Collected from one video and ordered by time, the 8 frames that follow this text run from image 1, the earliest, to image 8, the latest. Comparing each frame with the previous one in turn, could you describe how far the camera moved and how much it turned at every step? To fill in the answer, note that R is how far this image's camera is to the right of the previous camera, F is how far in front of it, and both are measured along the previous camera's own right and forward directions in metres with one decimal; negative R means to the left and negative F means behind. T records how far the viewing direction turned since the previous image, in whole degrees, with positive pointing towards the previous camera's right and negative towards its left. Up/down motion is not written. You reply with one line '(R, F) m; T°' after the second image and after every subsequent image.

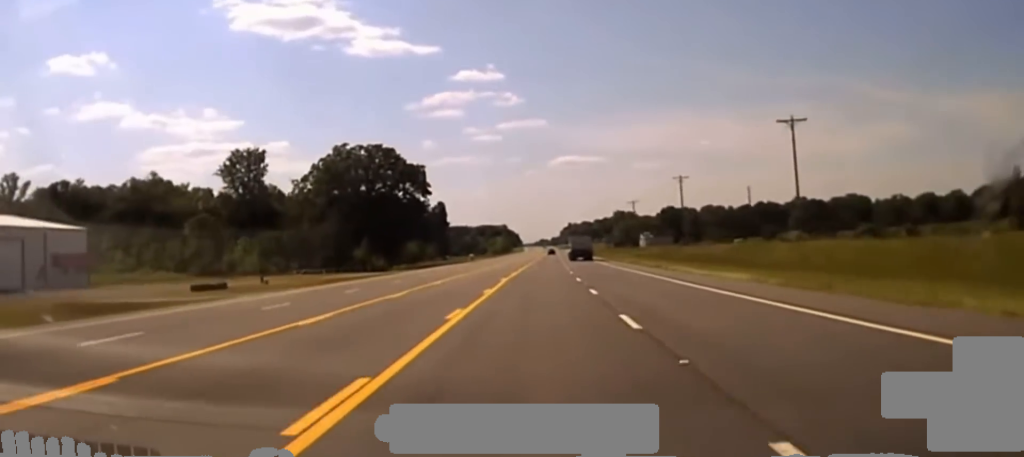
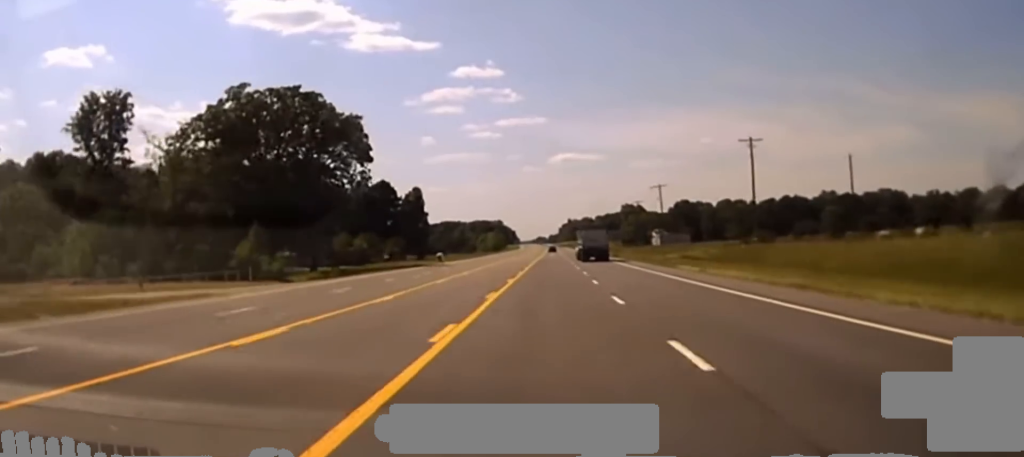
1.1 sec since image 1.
(-0.2, +62.3) m; 0°
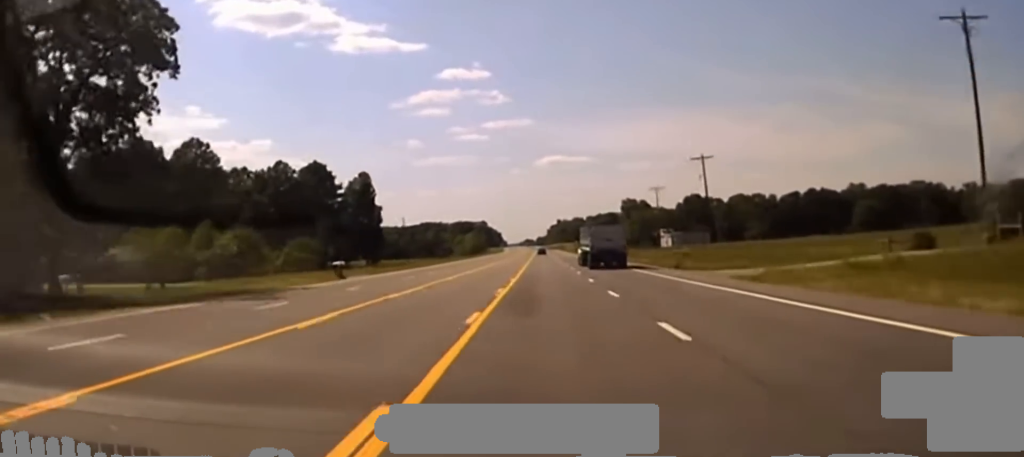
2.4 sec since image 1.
(+0.3, +61.0) m; +1°
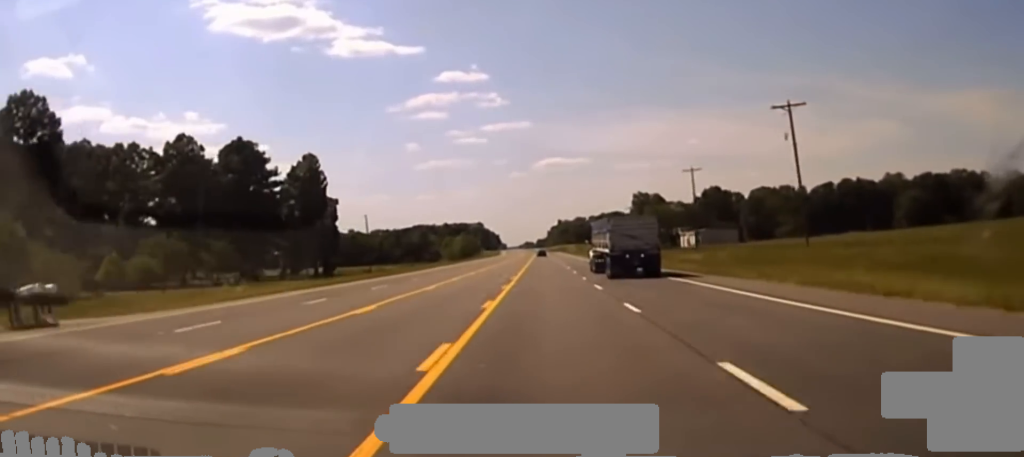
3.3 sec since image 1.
(+0.3, +42.6) m; 0°
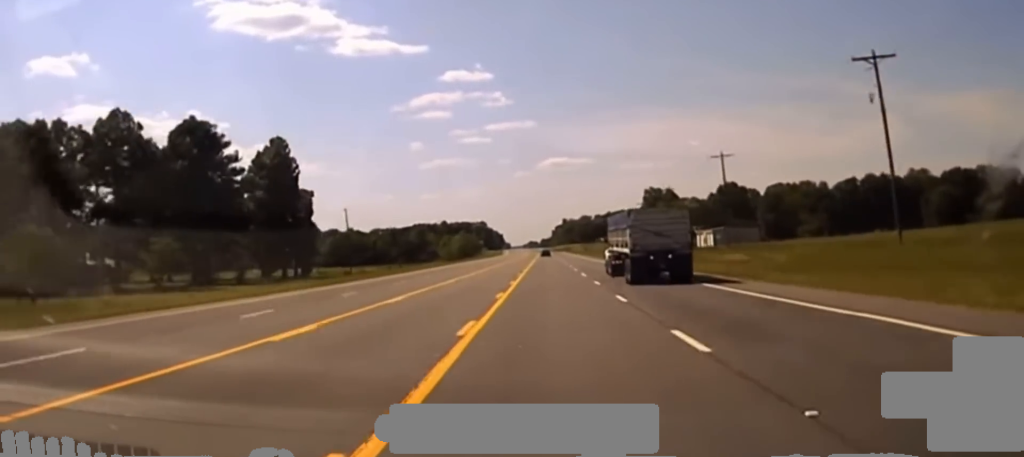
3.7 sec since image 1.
(0.0, +18.9) m; 0°
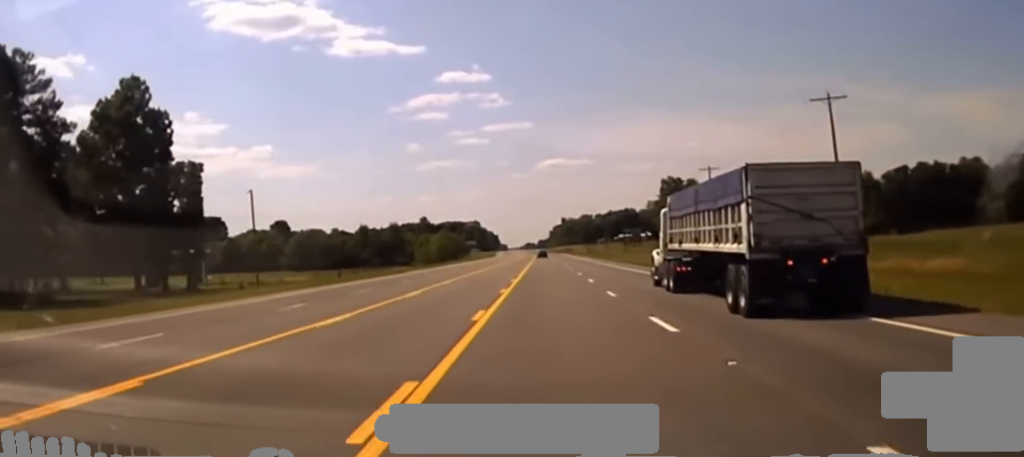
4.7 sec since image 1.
(-0.1, +40.7) m; 0°
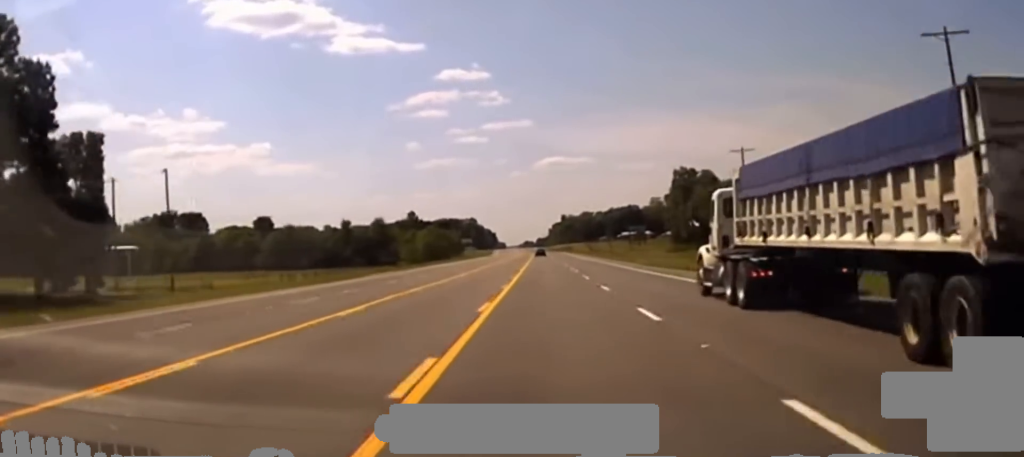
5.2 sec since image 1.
(0.0, +20.0) m; 0°
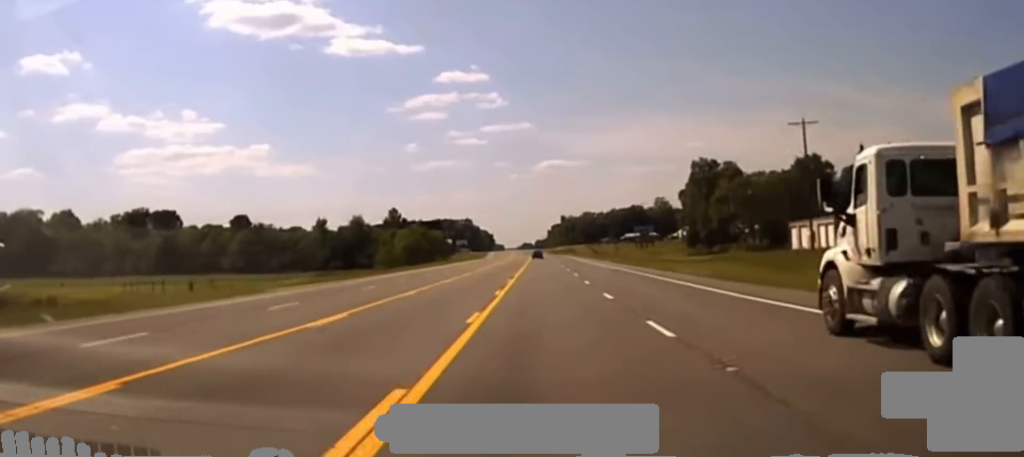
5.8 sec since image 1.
(0.0, +23.9) m; 0°
